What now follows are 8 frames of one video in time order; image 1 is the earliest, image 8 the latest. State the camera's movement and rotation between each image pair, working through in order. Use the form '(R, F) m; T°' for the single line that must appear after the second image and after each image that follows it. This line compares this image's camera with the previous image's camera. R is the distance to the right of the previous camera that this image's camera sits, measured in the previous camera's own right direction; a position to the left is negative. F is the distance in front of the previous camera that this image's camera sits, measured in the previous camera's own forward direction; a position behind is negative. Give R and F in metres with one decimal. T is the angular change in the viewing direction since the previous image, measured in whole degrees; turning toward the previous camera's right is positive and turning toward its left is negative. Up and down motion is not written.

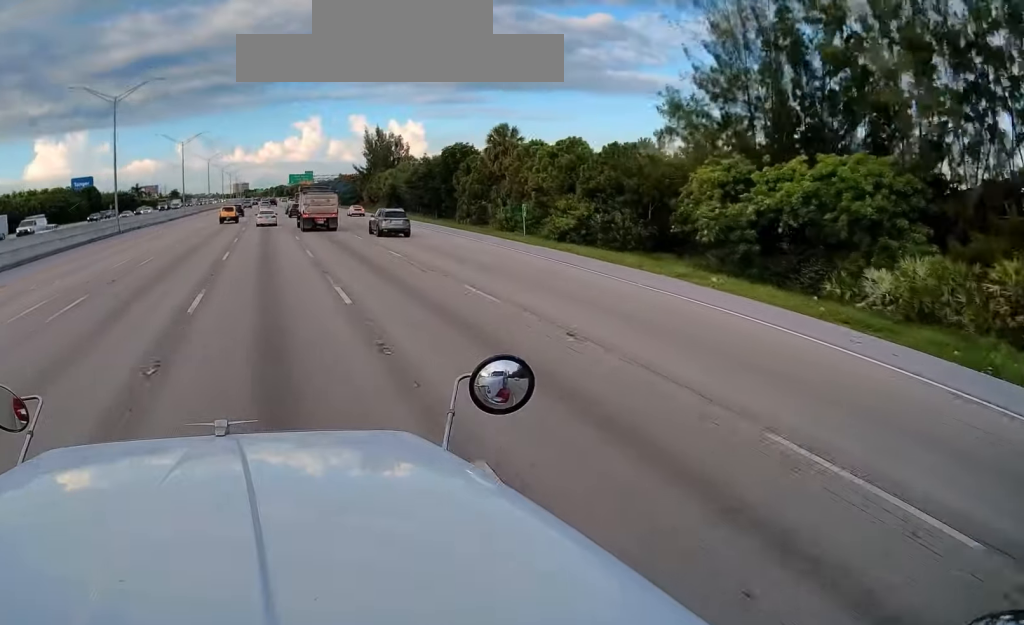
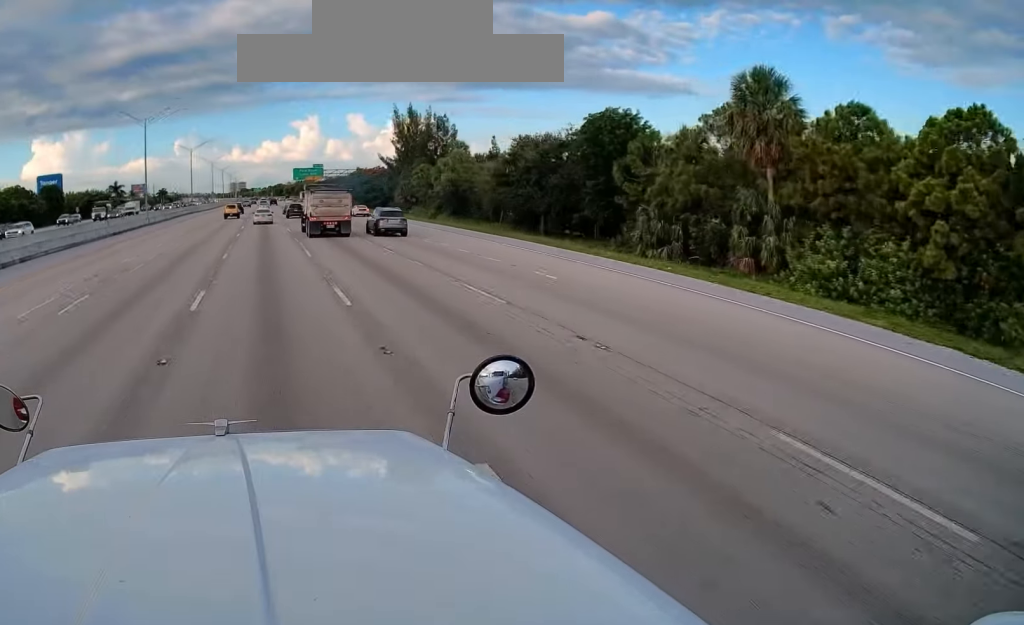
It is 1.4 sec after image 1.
(-0.2, +29.6) m; 0°
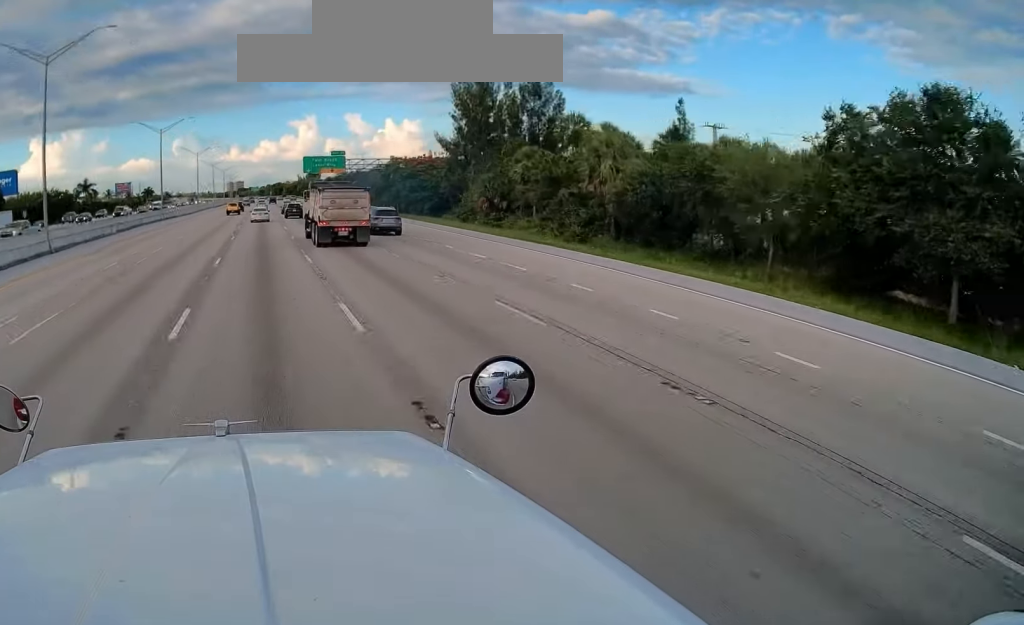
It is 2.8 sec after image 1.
(+0.2, +33.3) m; +1°
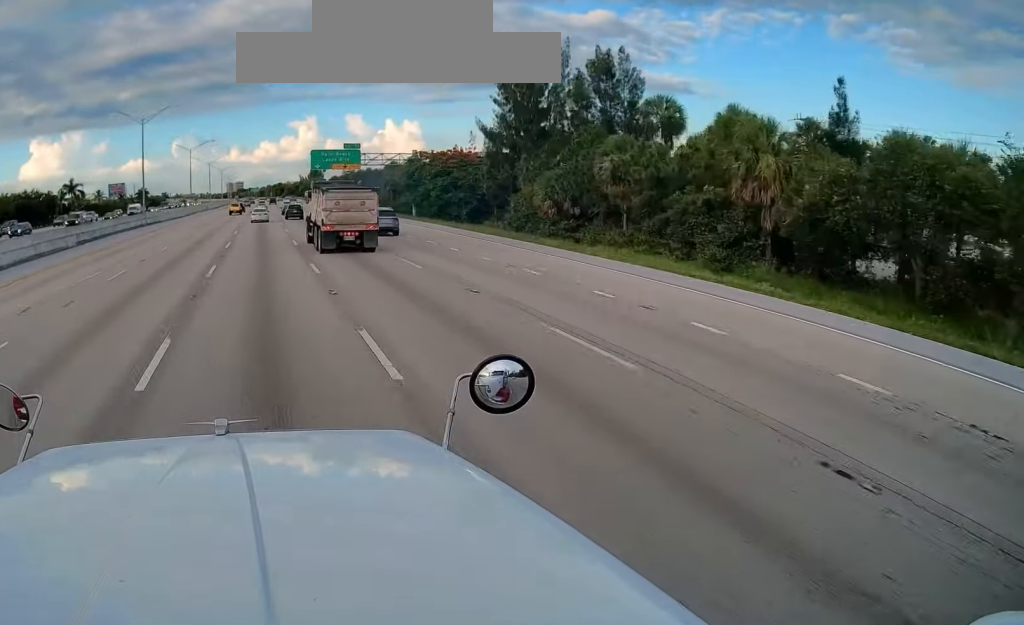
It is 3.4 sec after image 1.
(0.0, +14.0) m; 0°
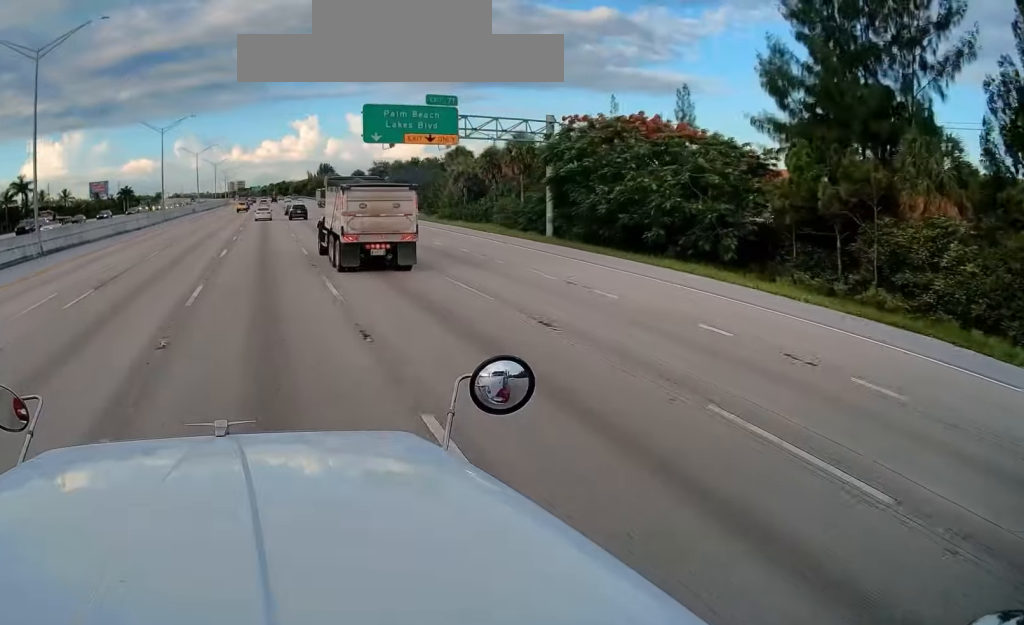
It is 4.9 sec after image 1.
(-0.5, +39.5) m; 0°
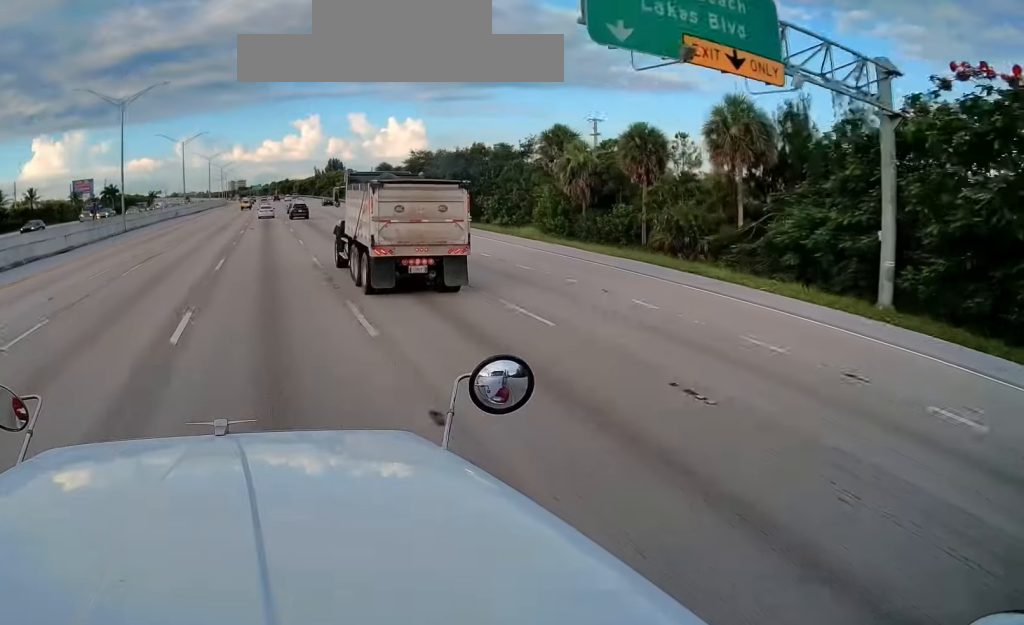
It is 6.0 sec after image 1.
(+0.3, +27.5) m; +1°
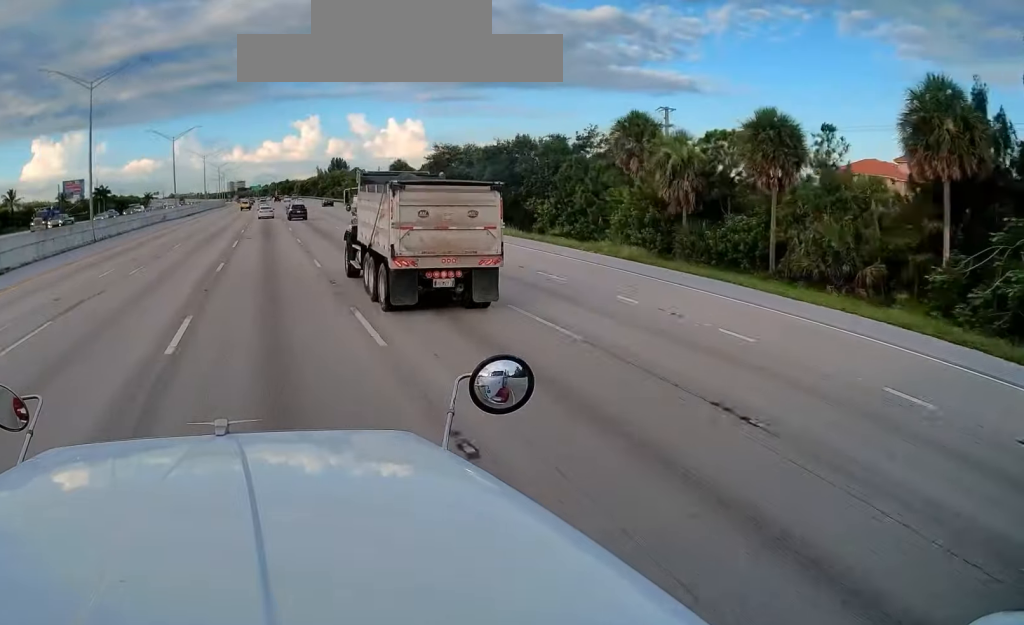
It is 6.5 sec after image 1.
(0.0, +13.6) m; 0°
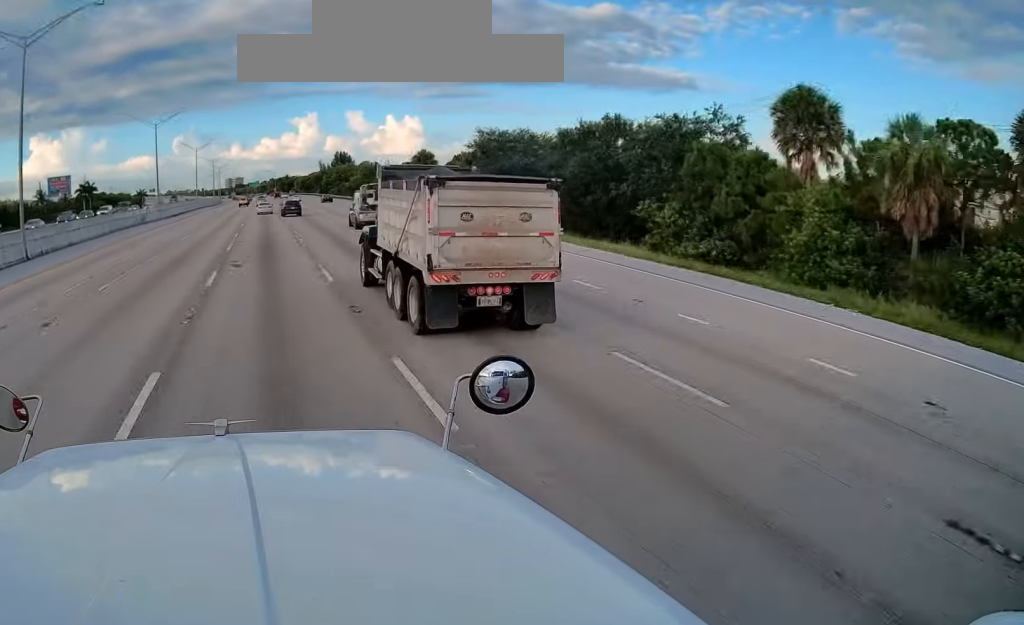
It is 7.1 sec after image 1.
(0.0, +16.3) m; 0°
